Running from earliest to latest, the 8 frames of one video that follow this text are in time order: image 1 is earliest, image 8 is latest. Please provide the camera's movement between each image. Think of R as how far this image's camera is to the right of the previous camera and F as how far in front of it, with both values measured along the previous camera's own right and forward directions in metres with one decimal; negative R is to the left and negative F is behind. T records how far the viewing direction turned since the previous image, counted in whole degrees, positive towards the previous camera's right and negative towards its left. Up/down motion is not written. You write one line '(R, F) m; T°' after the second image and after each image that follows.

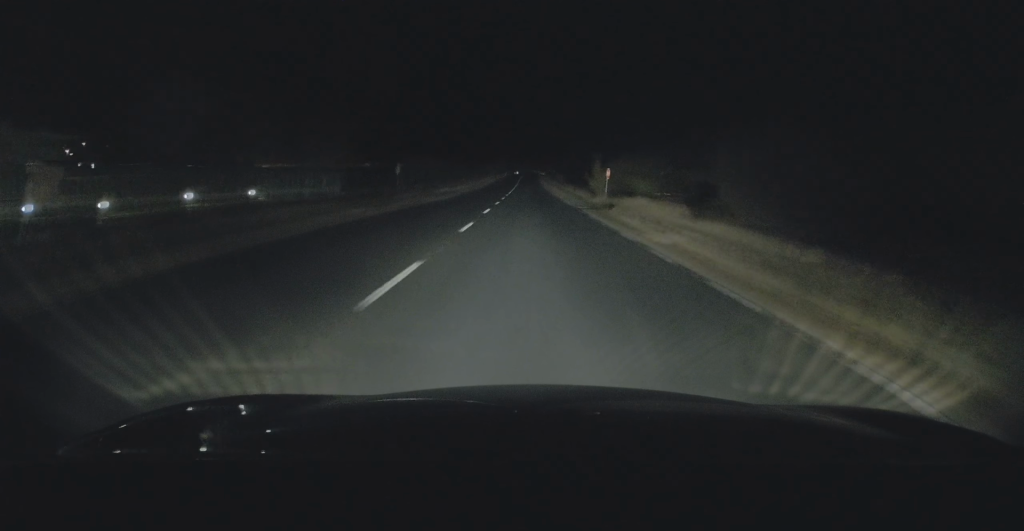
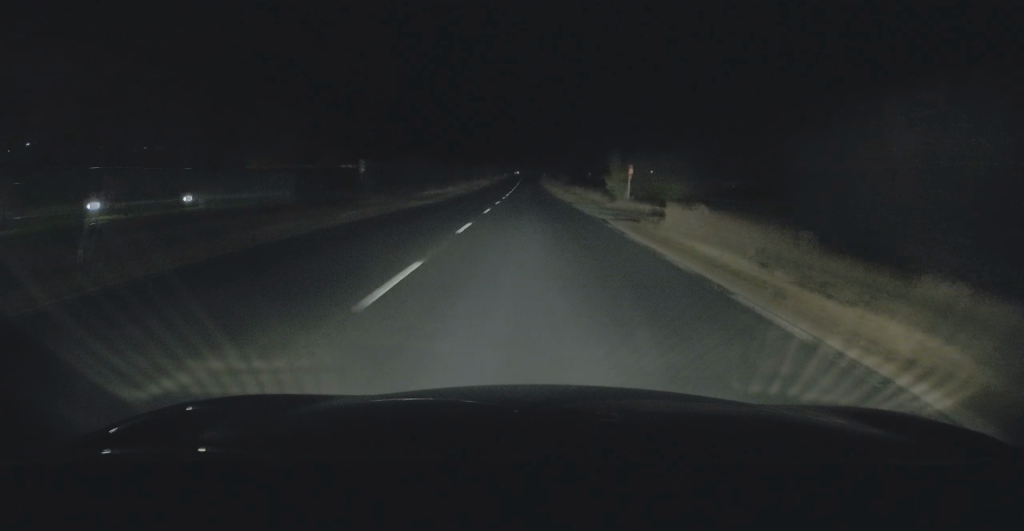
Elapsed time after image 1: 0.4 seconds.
(0.0, +9.0) m; 0°
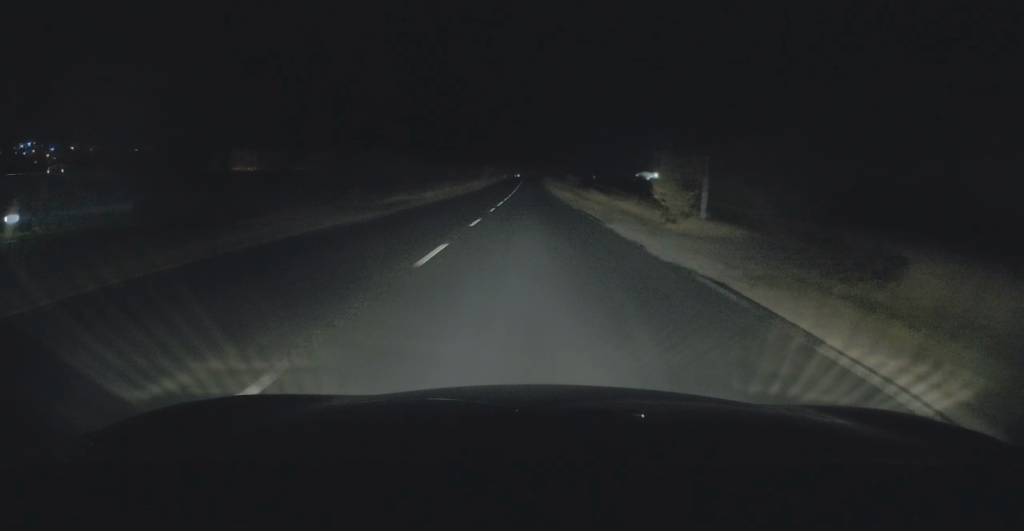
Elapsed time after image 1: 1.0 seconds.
(+0.1, +14.3) m; -1°
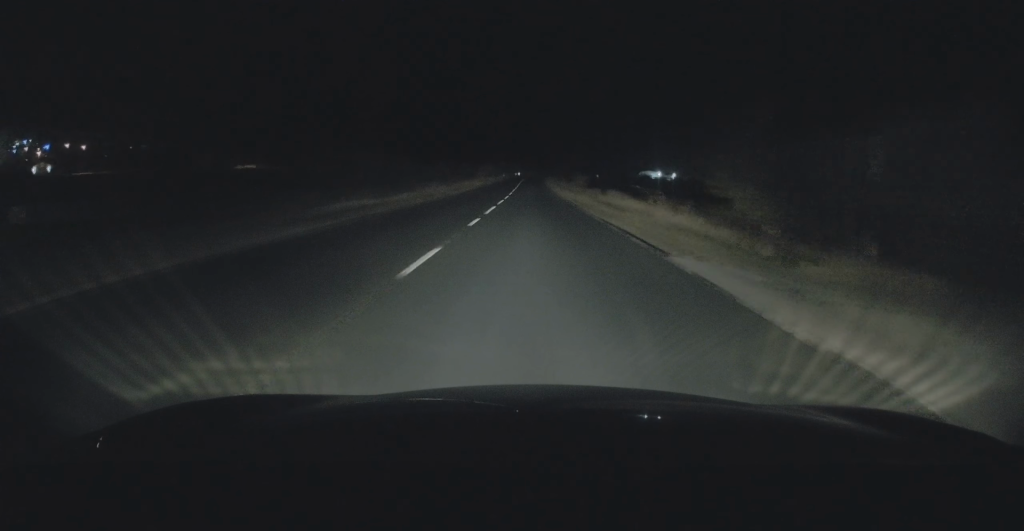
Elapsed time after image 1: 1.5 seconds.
(0.0, +9.8) m; 0°
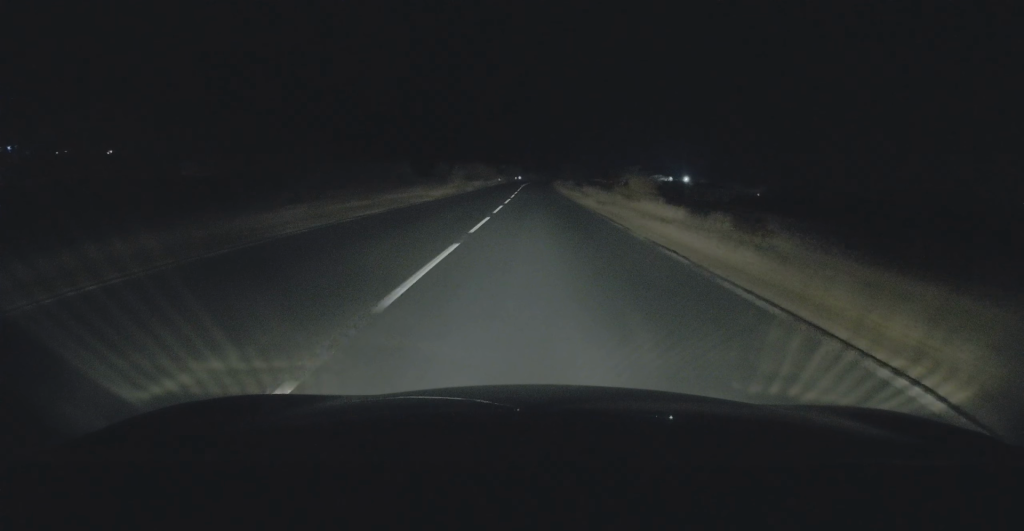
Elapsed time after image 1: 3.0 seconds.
(0.0, +34.5) m; 0°
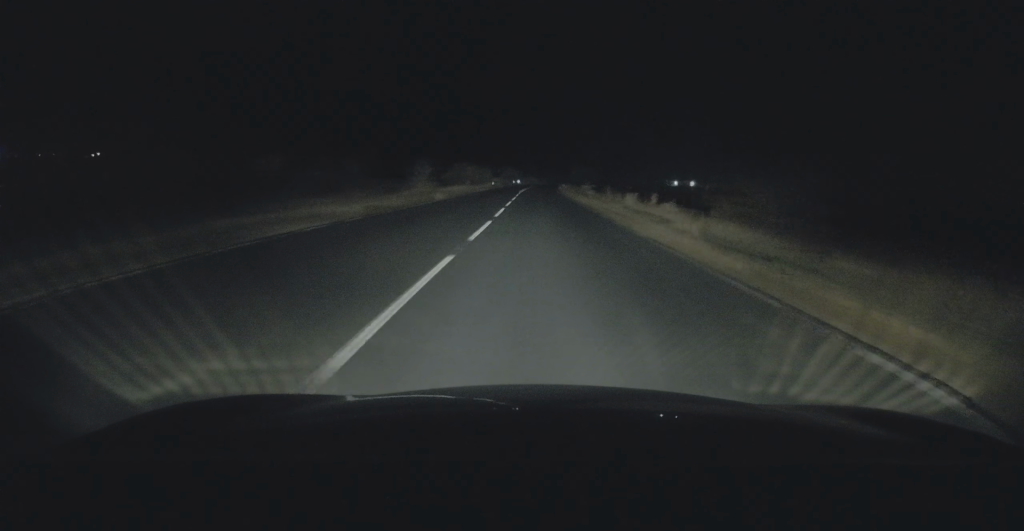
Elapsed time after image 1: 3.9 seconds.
(-0.2, +19.5) m; 0°
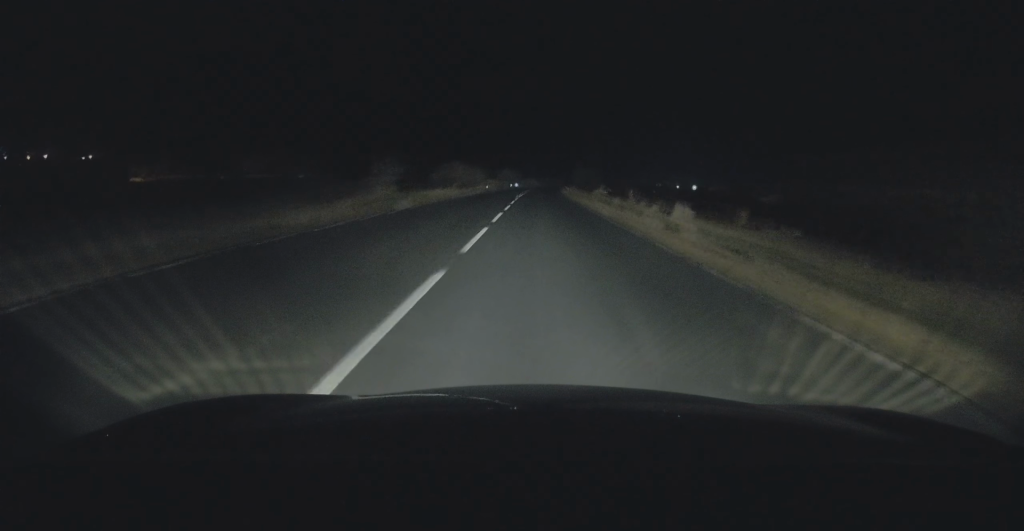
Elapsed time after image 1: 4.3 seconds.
(-0.2, +10.5) m; 0°
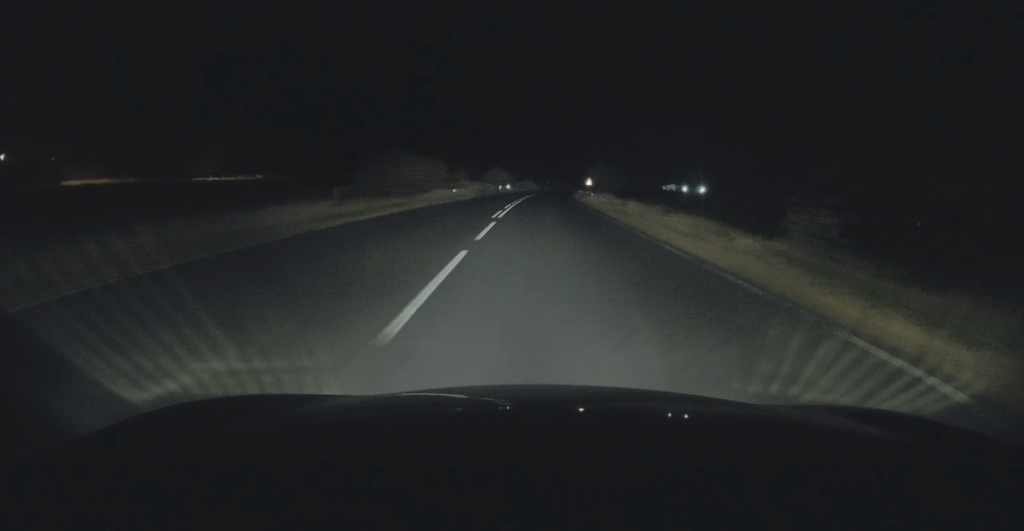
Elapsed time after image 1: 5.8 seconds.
(+0.2, +32.4) m; 0°
